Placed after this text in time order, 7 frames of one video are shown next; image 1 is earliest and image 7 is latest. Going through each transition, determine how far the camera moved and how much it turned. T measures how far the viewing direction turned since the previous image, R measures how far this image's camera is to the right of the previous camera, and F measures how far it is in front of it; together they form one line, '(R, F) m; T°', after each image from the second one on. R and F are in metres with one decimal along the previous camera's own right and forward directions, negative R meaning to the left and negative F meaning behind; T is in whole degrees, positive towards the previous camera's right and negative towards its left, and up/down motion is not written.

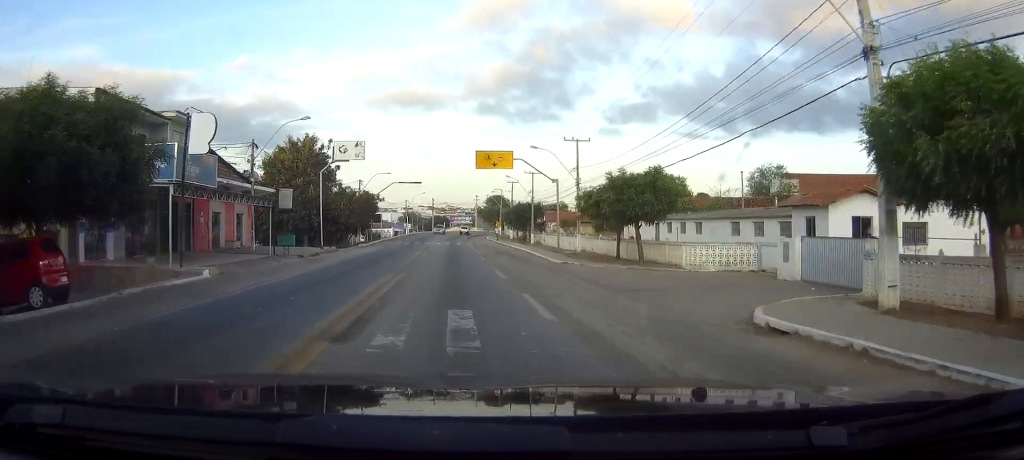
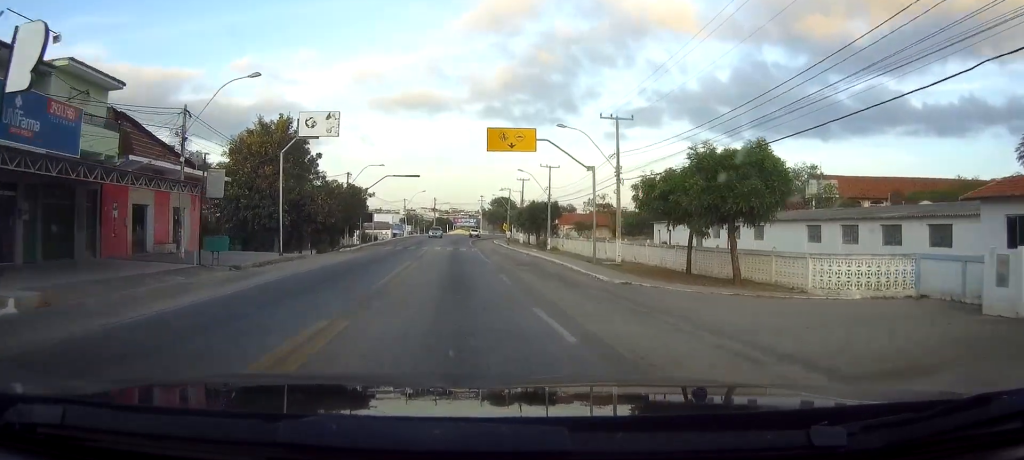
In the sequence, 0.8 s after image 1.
(0.0, +10.9) m; 0°
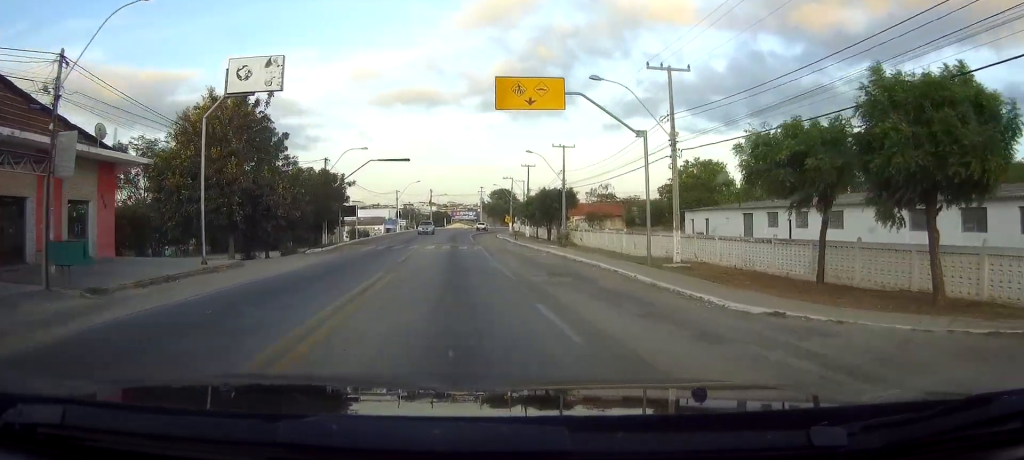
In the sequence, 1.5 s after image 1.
(-0.1, +9.9) m; -1°
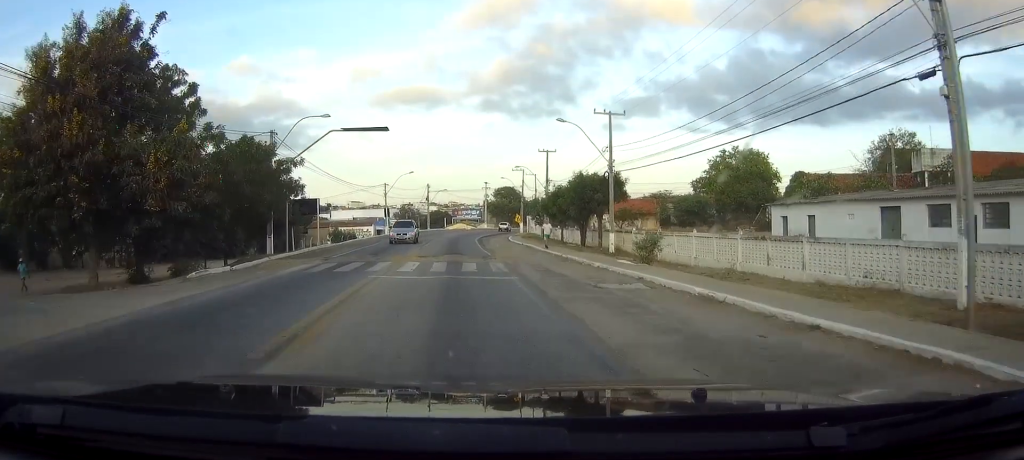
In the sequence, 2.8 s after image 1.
(0.0, +16.0) m; +1°
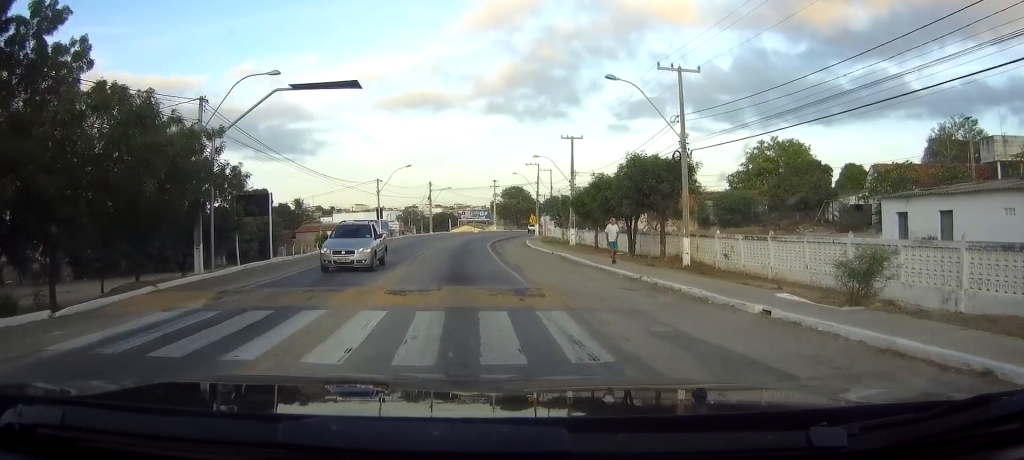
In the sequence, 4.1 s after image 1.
(0.0, +11.3) m; +2°
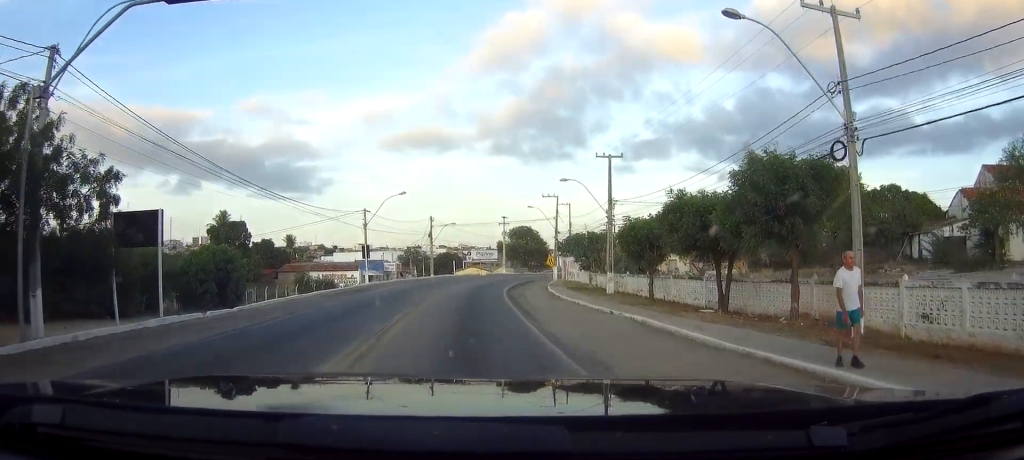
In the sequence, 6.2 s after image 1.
(+0.5, +11.3) m; -1°
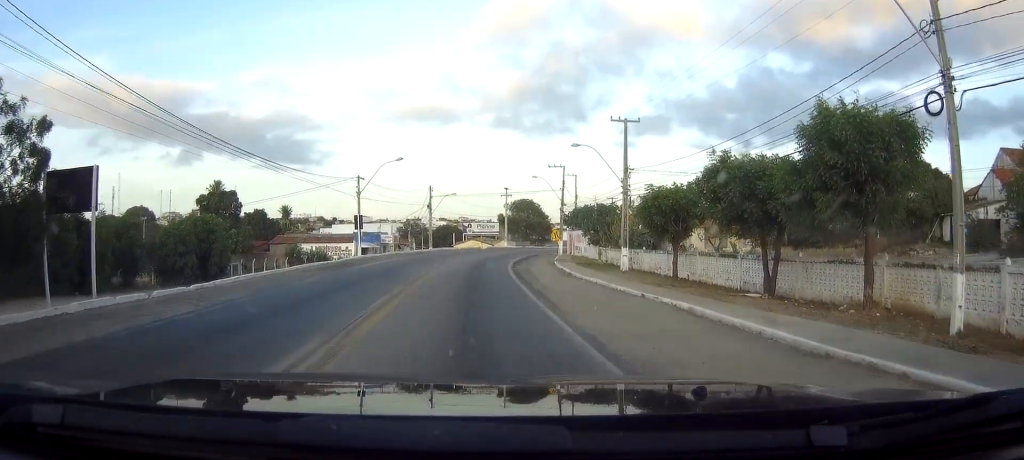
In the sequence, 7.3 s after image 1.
(-0.2, +4.1) m; -3°
